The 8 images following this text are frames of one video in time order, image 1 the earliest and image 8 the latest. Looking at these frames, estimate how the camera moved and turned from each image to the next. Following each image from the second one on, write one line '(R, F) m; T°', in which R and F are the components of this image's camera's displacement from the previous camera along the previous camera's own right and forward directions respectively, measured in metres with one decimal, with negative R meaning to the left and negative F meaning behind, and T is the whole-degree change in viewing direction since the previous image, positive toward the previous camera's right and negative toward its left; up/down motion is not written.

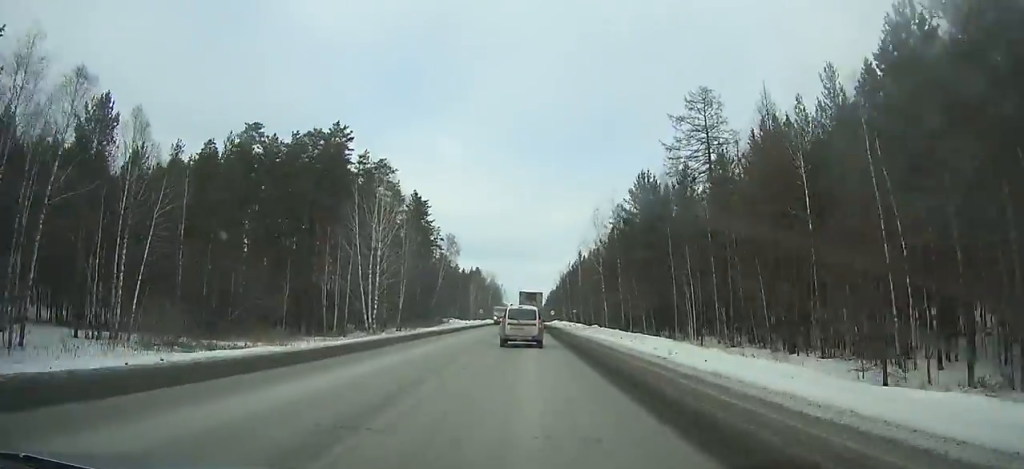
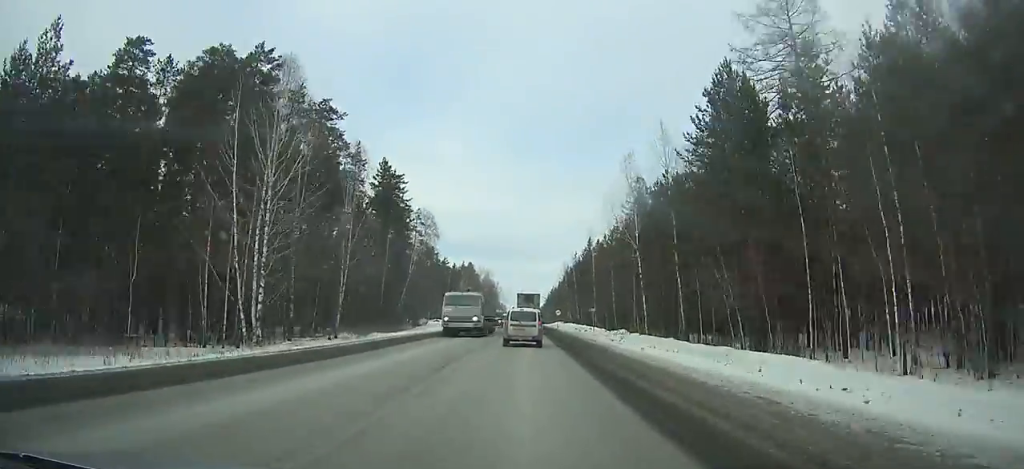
(+0.1, +24.8) m; 0°
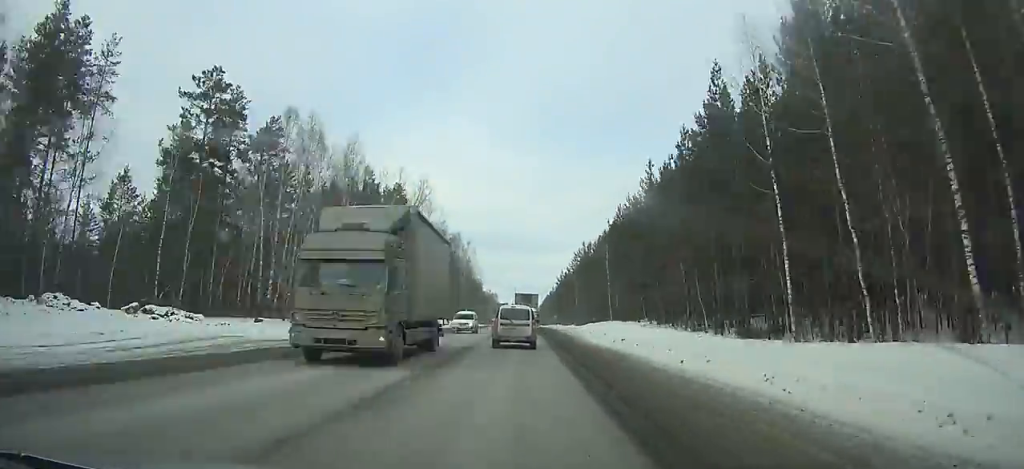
(+0.8, +114.3) m; 0°
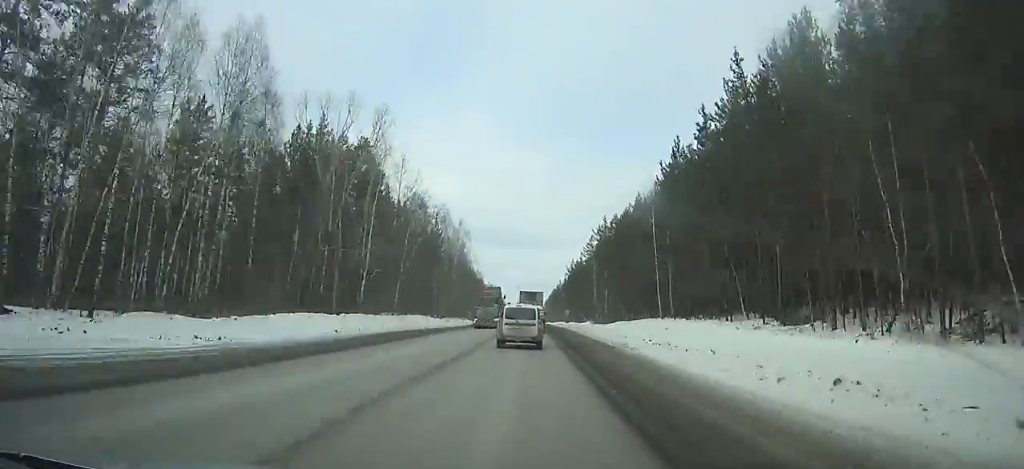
(0.0, +22.7) m; 0°
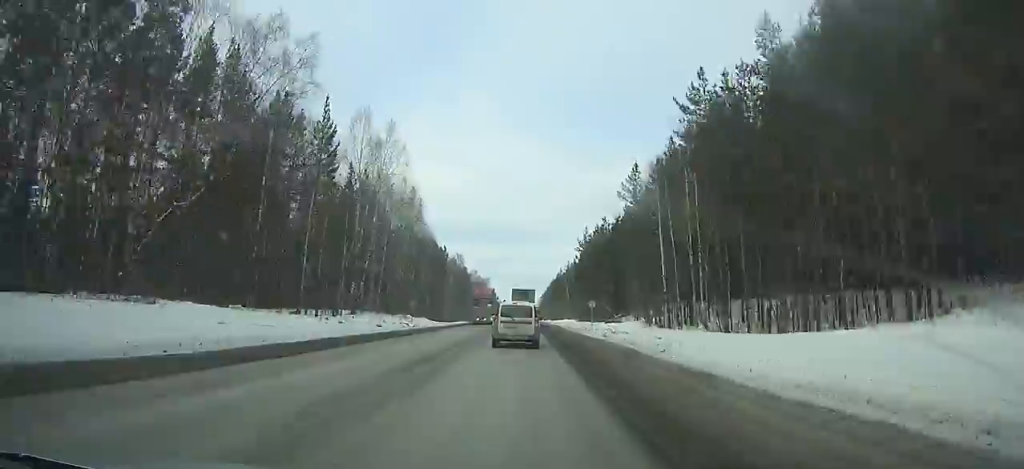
(-0.2, +47.7) m; 0°
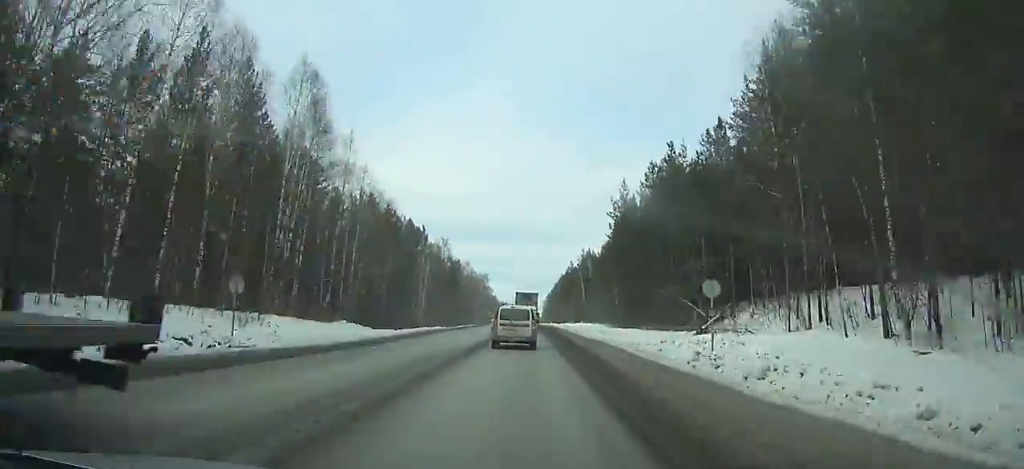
(0.0, +37.5) m; 0°
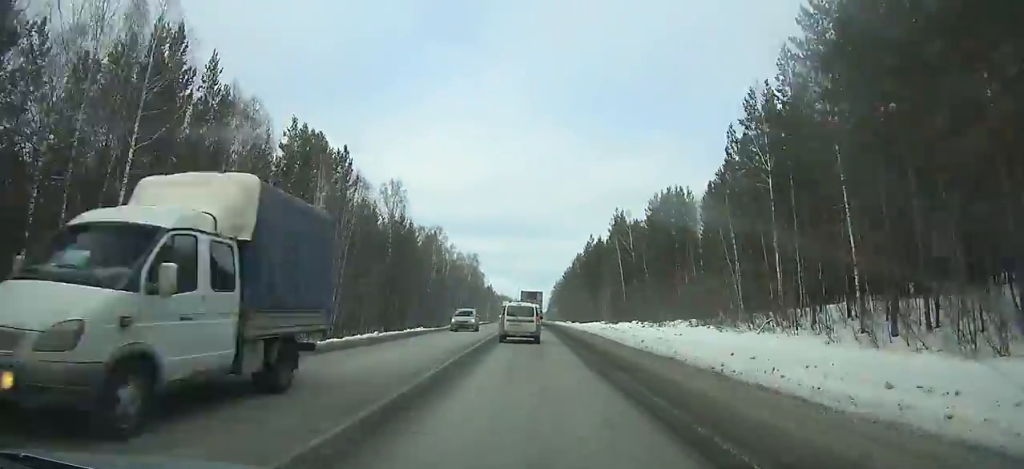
(+0.2, +52.5) m; 0°
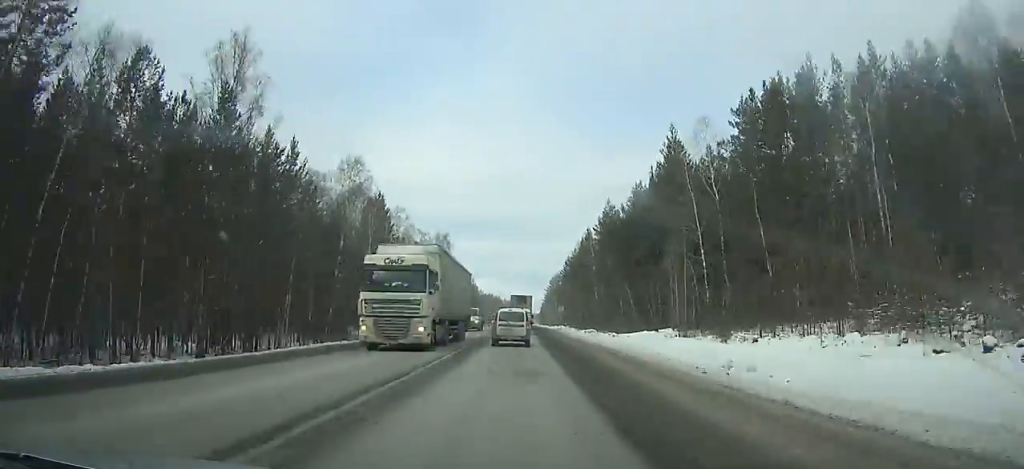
(+0.2, +44.1) m; 0°
